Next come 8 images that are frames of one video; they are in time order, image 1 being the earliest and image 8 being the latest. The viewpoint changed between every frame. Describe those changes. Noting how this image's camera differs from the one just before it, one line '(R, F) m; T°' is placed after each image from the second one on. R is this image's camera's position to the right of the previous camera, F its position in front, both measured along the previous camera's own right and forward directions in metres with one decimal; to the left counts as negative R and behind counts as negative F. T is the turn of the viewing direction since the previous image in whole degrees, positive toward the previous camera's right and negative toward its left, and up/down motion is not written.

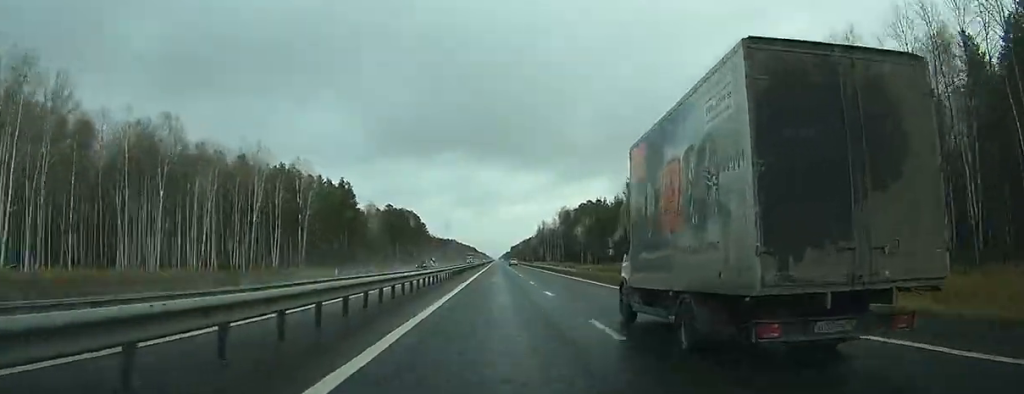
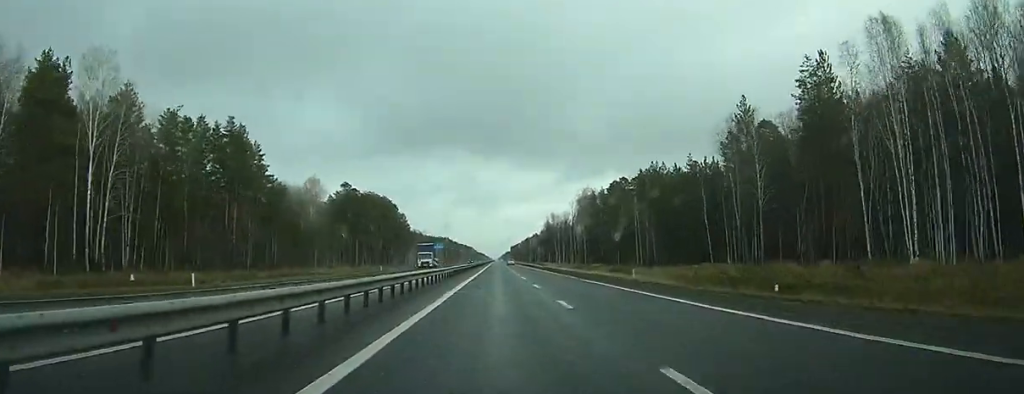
(-0.2, +74.7) m; 0°
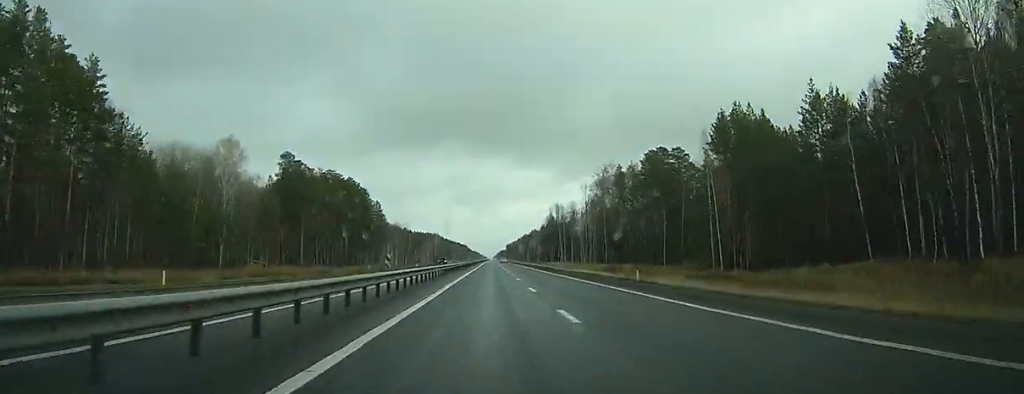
(0.0, +54.5) m; 0°
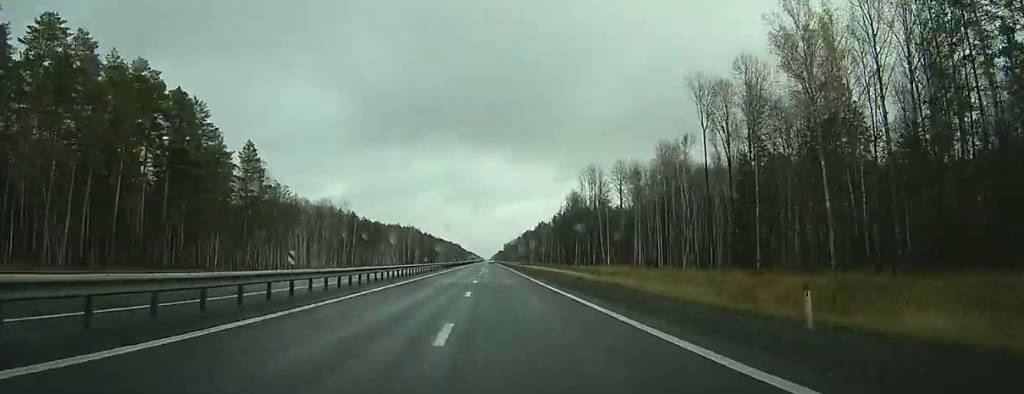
(+1.3, +123.5) m; +1°
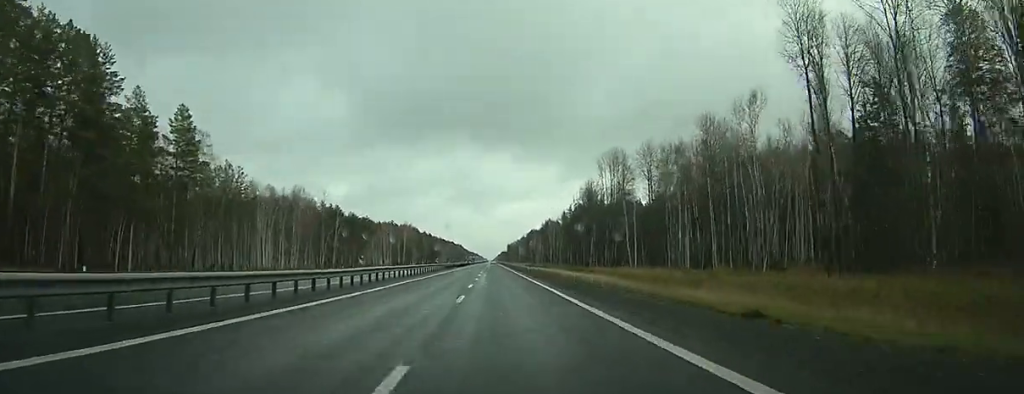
(+0.1, +27.7) m; 0°
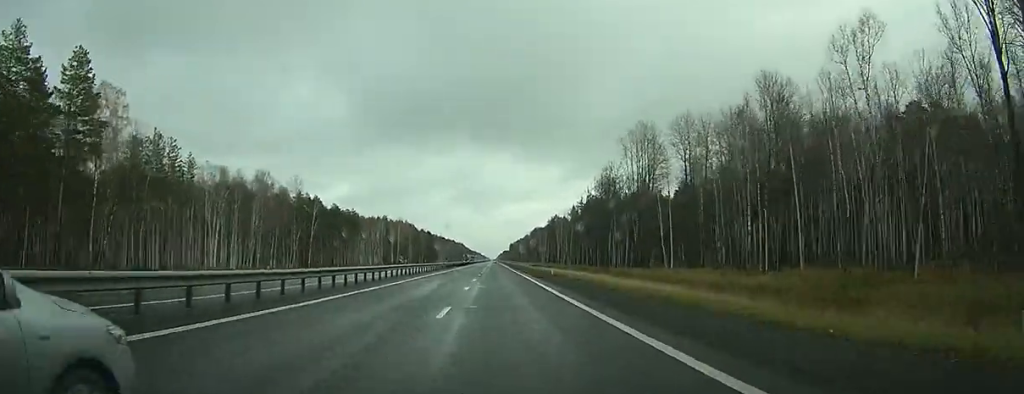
(0.0, +25.9) m; 0°
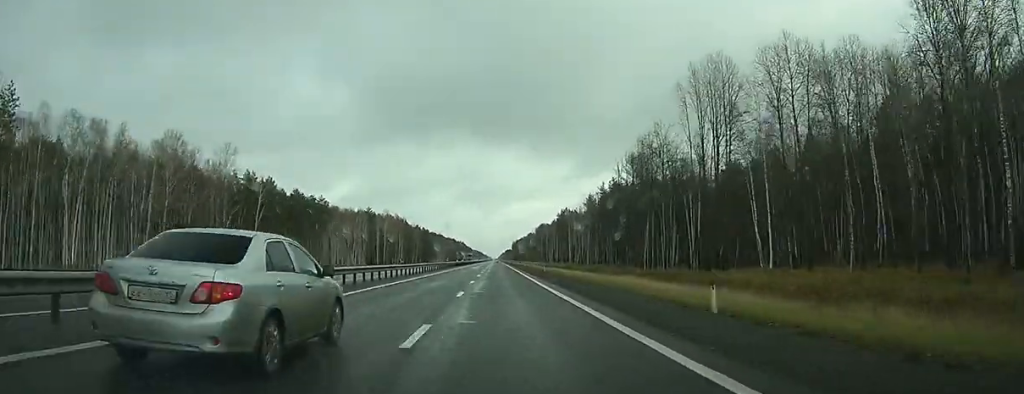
(0.0, +38.7) m; 0°
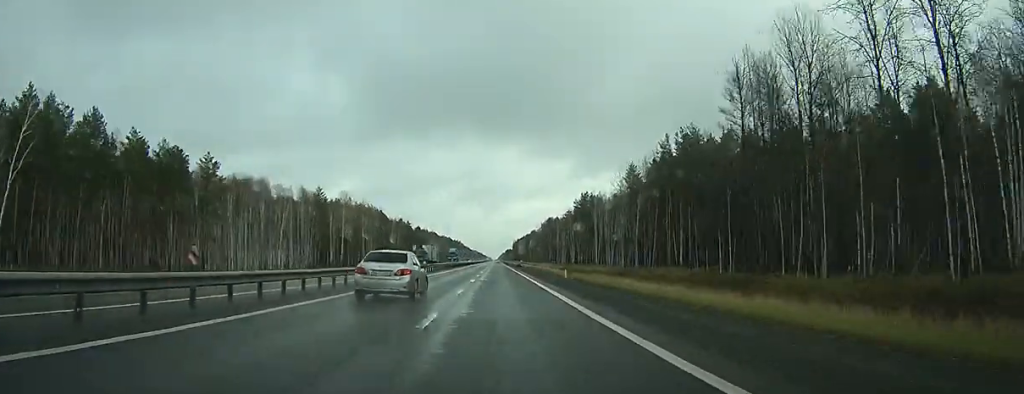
(-0.1, +71.2) m; -1°
